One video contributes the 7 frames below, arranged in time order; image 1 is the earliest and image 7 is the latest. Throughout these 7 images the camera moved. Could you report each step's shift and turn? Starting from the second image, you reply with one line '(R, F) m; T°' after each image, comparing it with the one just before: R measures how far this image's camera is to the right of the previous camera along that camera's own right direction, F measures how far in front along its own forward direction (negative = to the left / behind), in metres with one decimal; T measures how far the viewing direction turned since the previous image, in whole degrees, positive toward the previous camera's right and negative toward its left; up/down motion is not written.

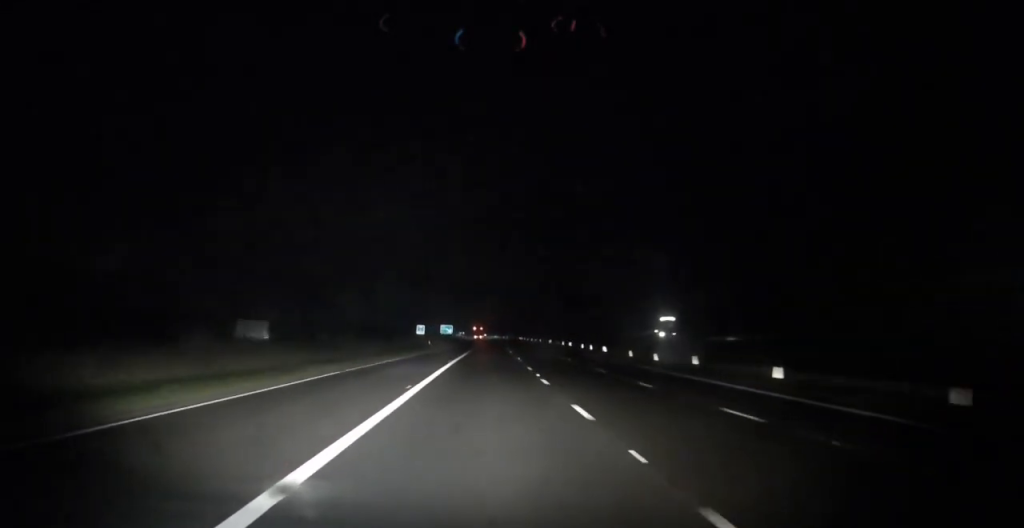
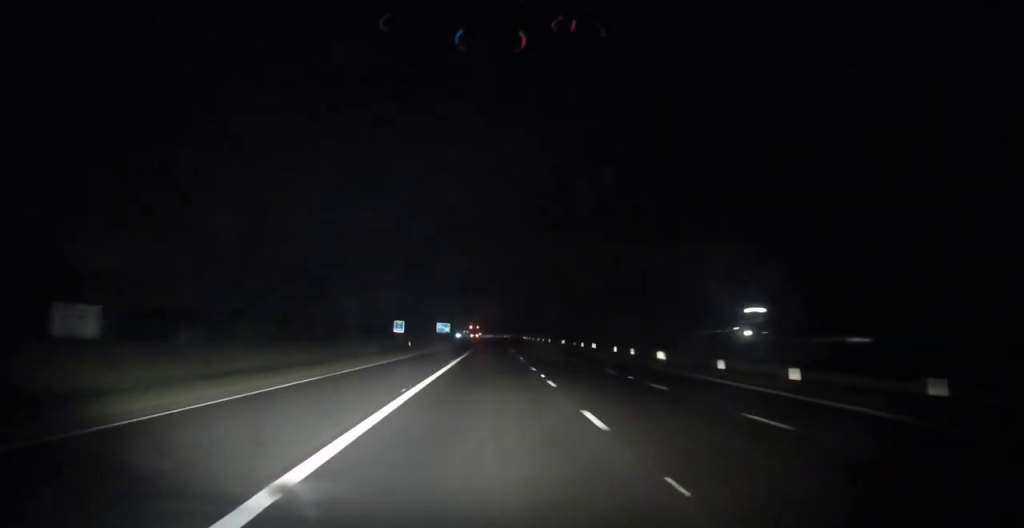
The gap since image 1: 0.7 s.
(0.0, +19.1) m; 0°
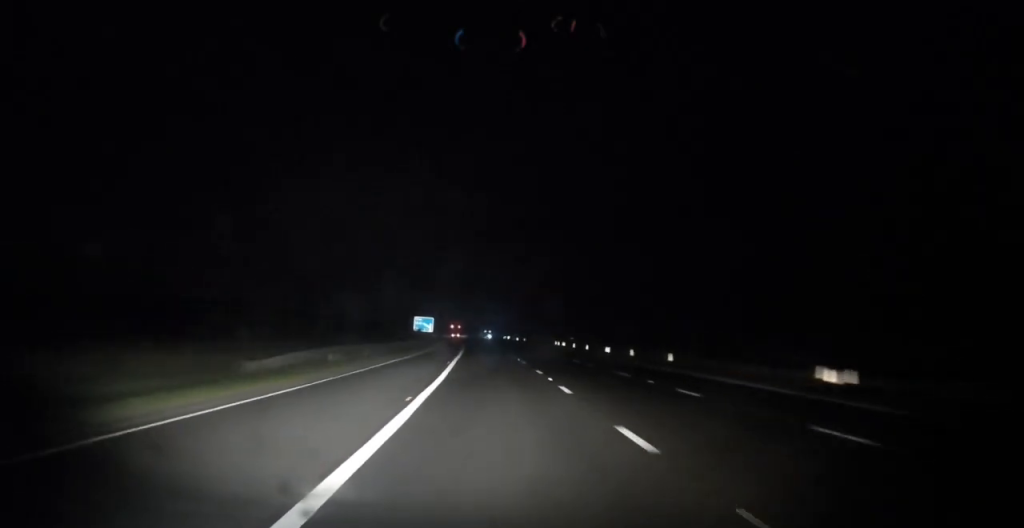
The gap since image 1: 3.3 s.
(-0.3, +72.8) m; -1°
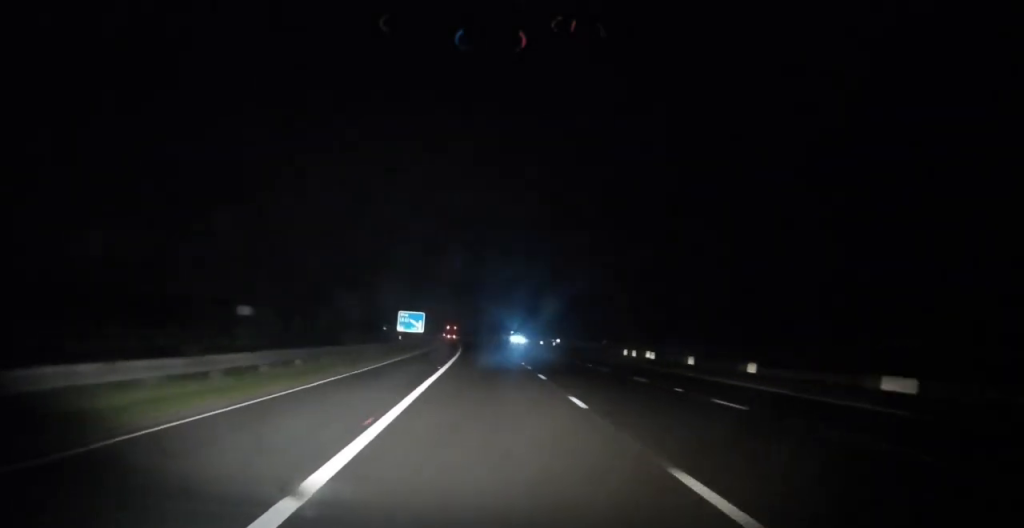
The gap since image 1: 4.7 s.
(-0.3, +39.7) m; -1°
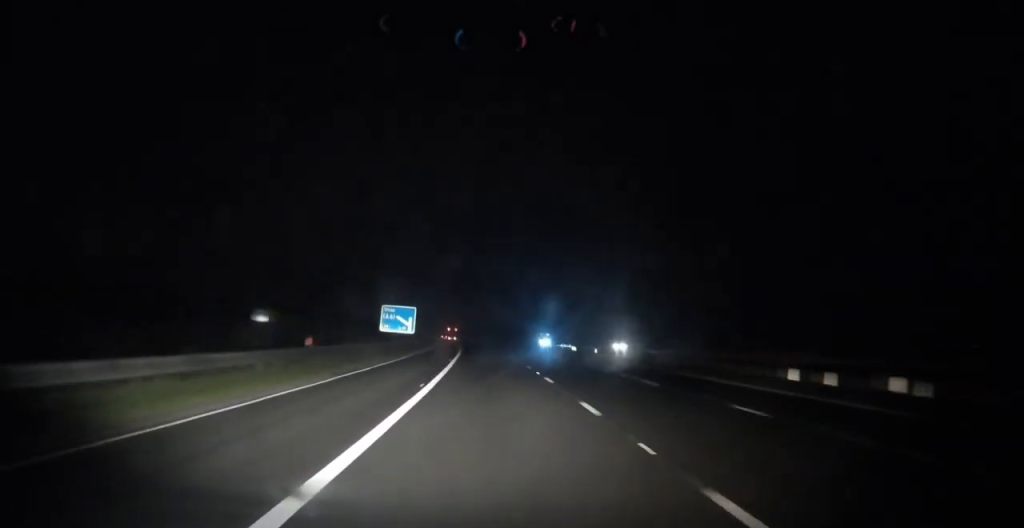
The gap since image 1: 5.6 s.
(-0.1, +26.1) m; -1°
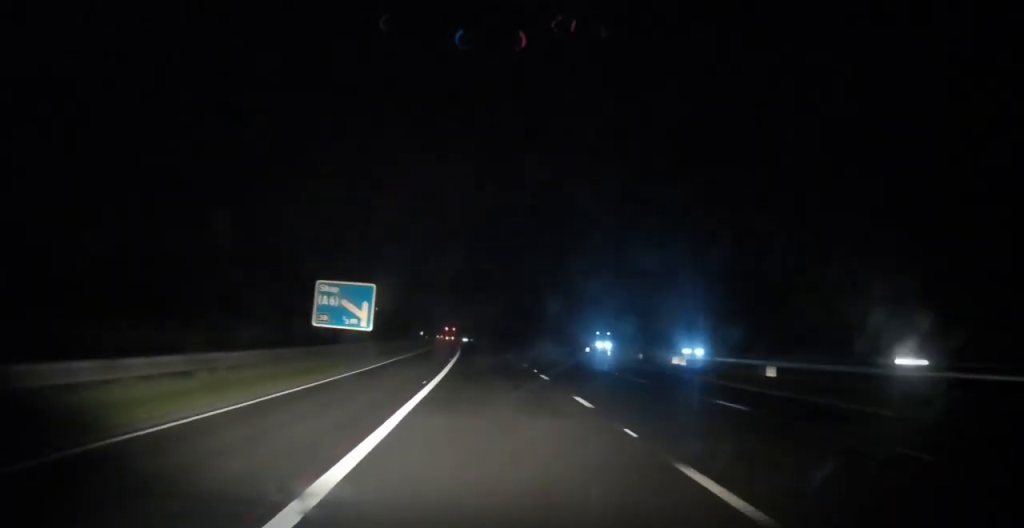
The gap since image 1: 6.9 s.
(-0.4, +35.4) m; -1°
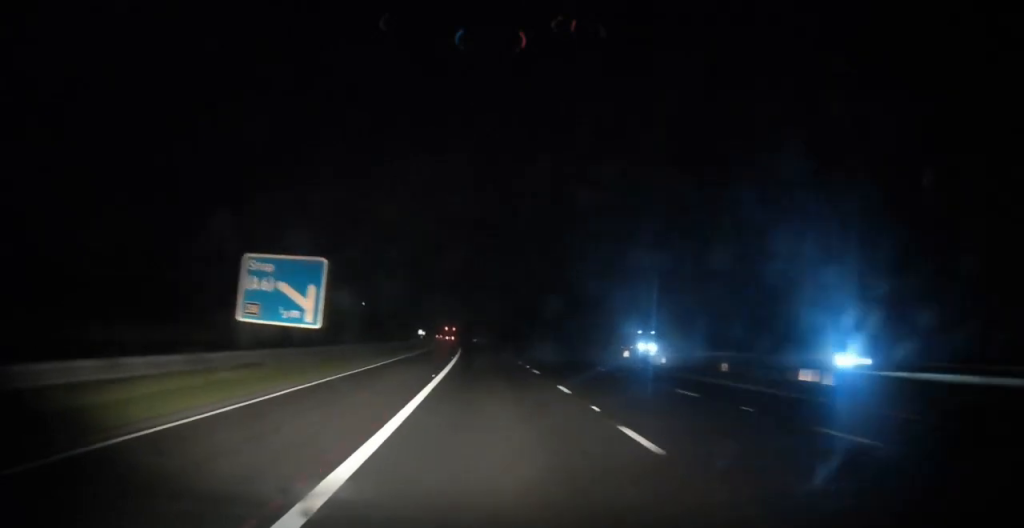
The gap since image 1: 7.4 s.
(0.0, +14.9) m; -1°
